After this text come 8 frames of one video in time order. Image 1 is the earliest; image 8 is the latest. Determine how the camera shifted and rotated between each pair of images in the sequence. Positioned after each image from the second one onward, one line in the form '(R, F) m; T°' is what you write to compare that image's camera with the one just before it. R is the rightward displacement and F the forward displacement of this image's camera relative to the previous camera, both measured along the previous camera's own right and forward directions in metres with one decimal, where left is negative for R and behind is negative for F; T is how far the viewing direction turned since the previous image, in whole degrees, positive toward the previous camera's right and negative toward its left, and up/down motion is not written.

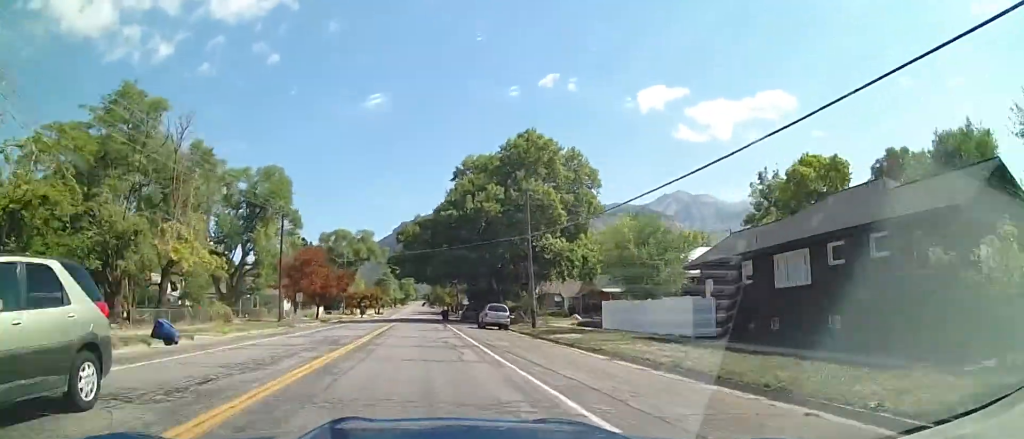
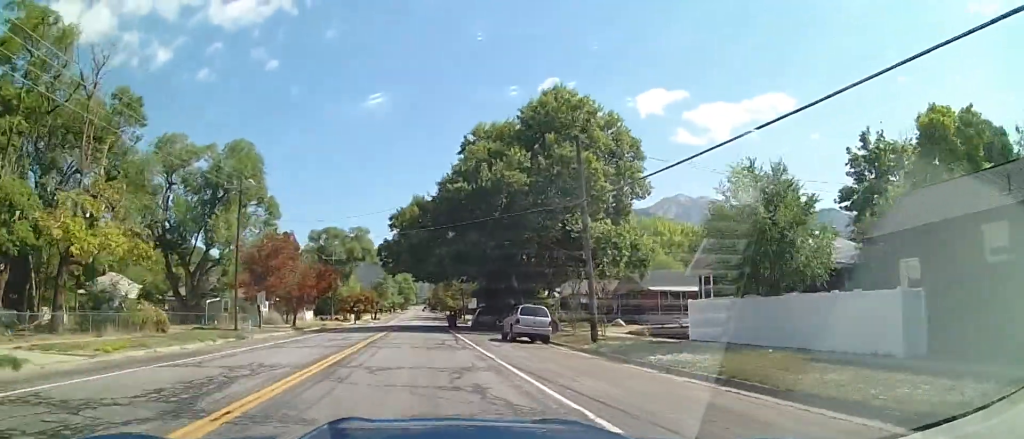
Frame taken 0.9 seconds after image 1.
(-1.1, +17.6) m; -6°
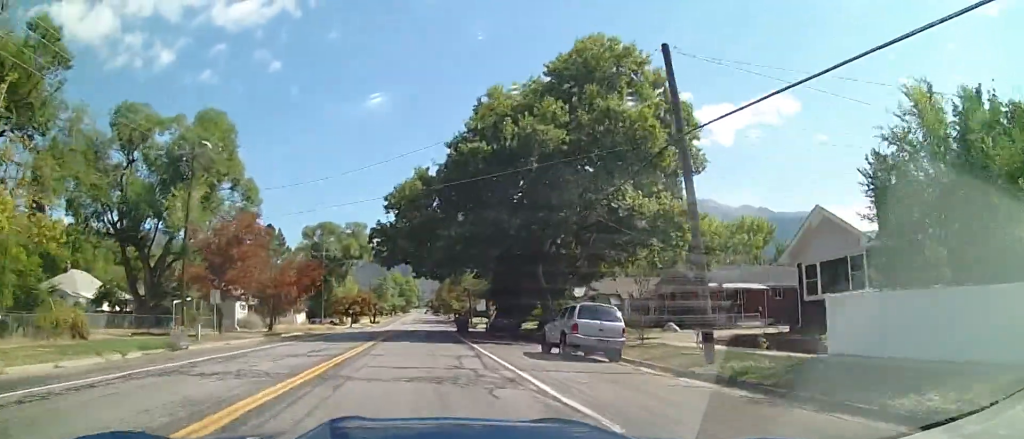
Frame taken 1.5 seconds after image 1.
(-0.5, +13.2) m; -1°
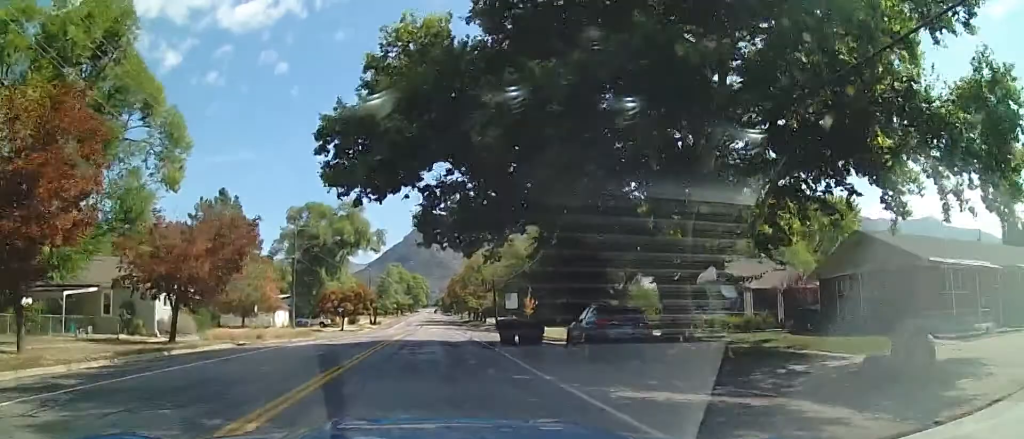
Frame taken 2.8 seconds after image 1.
(+2.0, +25.1) m; +14°
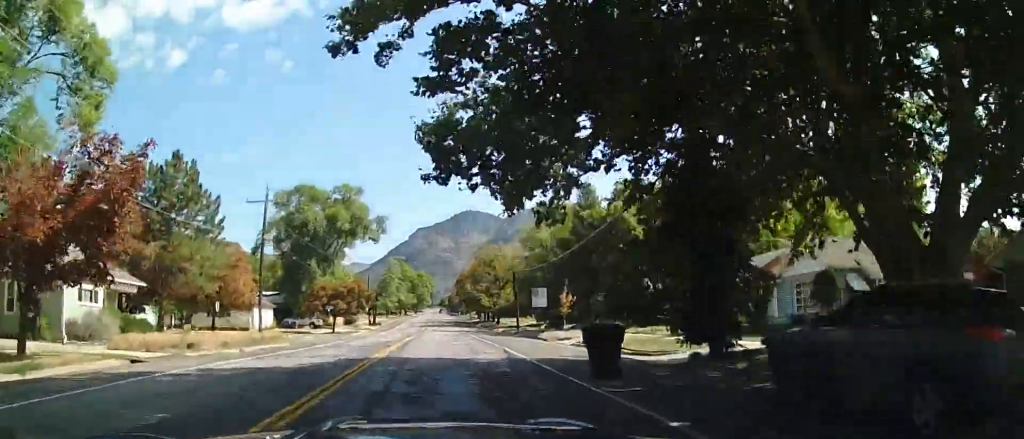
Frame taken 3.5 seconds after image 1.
(+1.6, +14.0) m; +7°
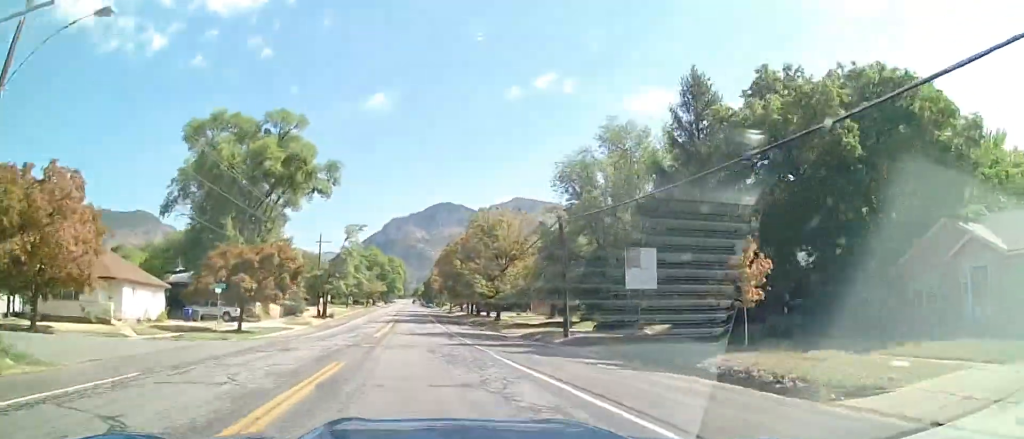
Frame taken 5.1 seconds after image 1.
(+0.5, +29.8) m; +1°
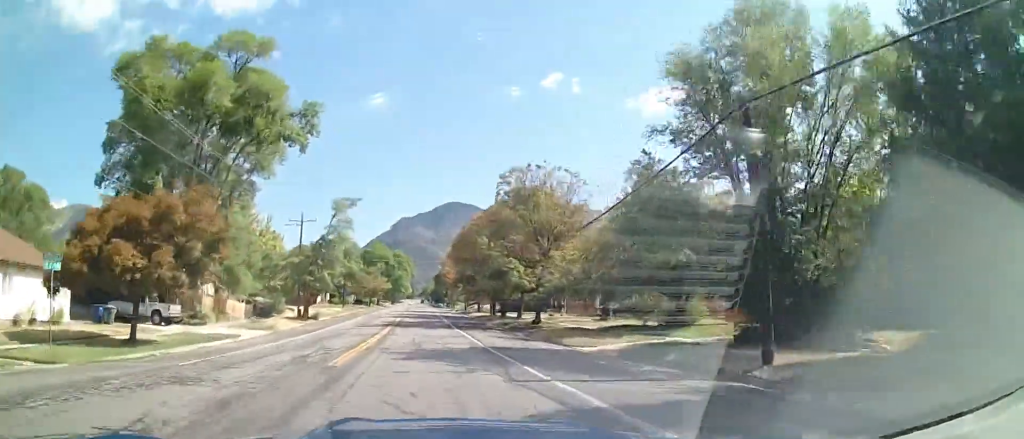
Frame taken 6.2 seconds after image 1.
(0.0, +17.9) m; 0°
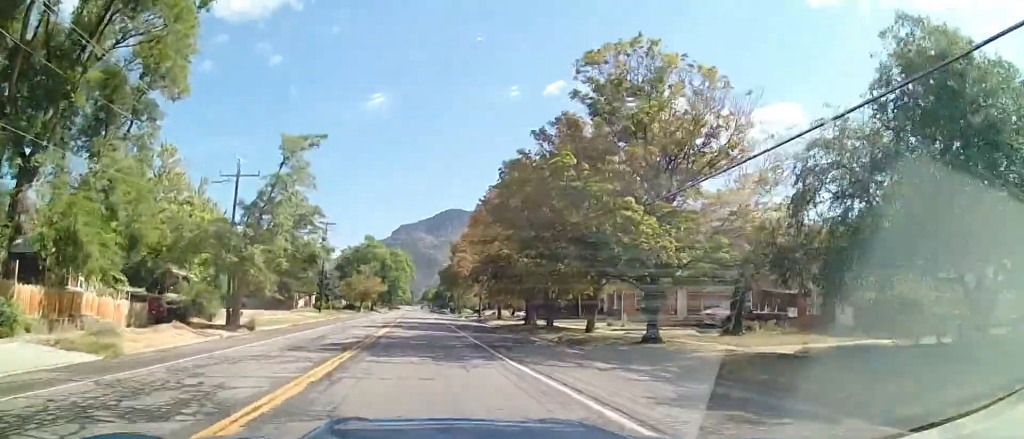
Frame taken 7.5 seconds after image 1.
(0.0, +22.5) m; 0°
